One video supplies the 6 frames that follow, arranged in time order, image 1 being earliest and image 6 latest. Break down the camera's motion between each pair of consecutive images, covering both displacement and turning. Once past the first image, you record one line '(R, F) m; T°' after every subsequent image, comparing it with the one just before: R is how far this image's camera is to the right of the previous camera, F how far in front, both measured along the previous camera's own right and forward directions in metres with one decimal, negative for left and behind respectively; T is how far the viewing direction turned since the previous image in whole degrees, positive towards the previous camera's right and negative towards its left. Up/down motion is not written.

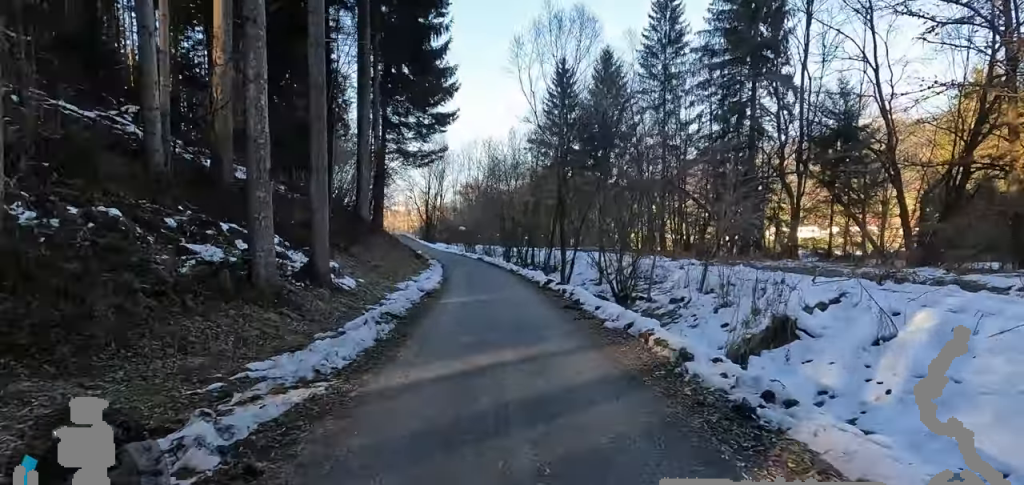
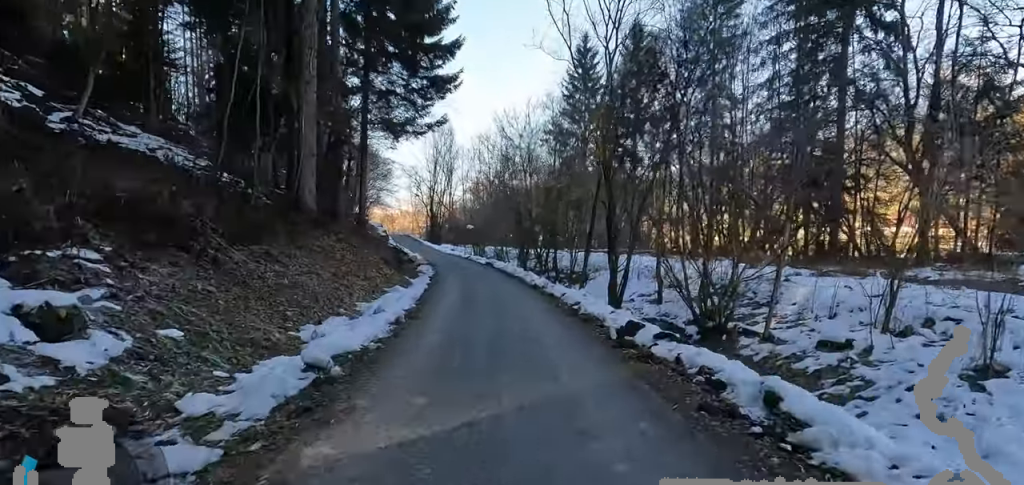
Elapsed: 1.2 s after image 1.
(-0.1, +8.2) m; -1°
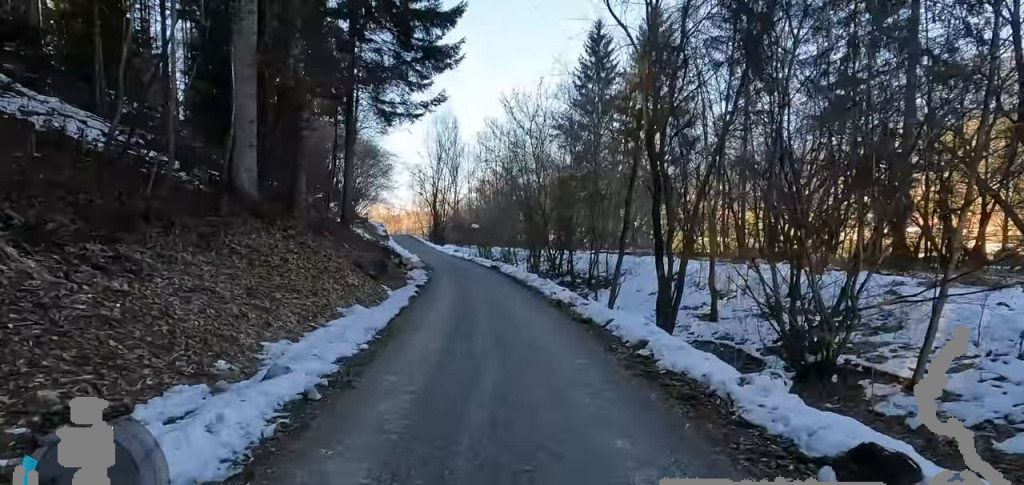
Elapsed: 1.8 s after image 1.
(0.0, +4.2) m; 0°
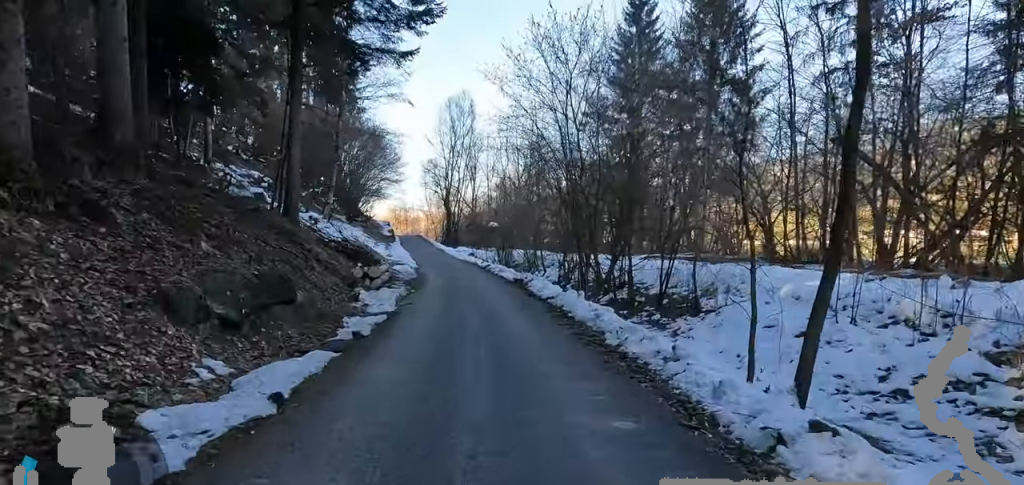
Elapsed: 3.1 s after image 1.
(+0.1, +9.0) m; +3°
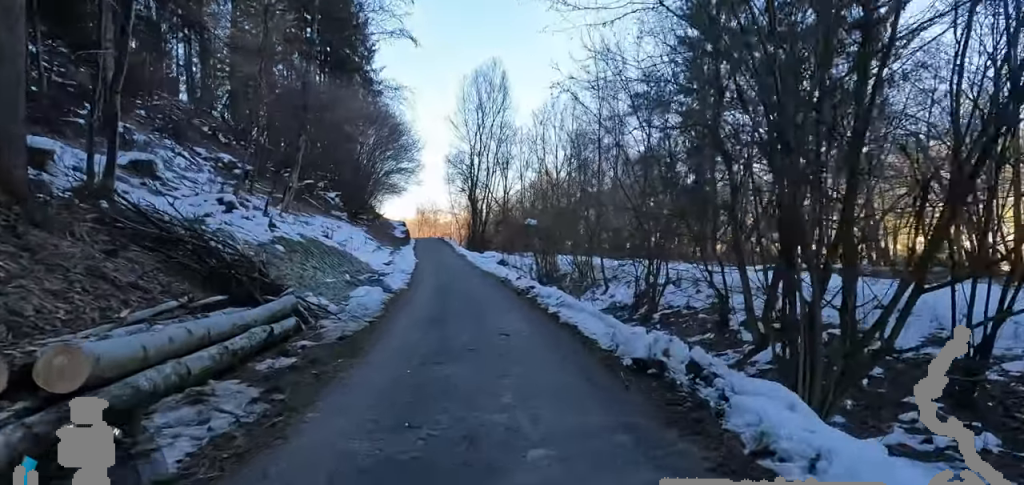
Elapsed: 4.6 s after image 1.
(+0.2, +11.1) m; -9°
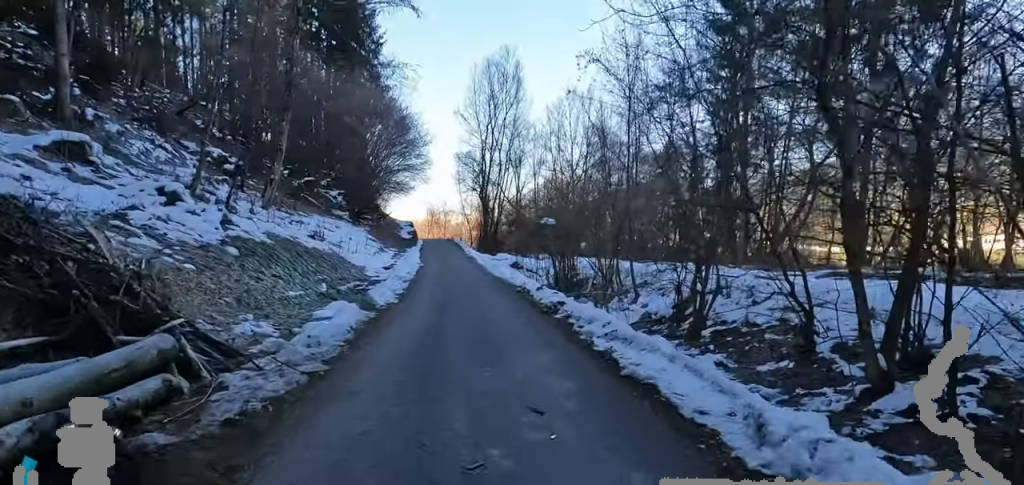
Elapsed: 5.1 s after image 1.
(+0.2, +3.1) m; -7°
